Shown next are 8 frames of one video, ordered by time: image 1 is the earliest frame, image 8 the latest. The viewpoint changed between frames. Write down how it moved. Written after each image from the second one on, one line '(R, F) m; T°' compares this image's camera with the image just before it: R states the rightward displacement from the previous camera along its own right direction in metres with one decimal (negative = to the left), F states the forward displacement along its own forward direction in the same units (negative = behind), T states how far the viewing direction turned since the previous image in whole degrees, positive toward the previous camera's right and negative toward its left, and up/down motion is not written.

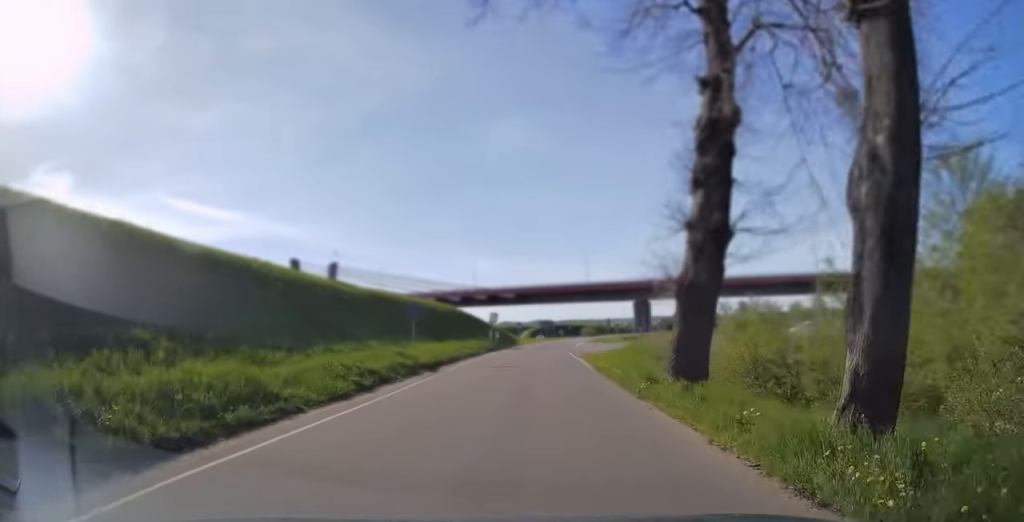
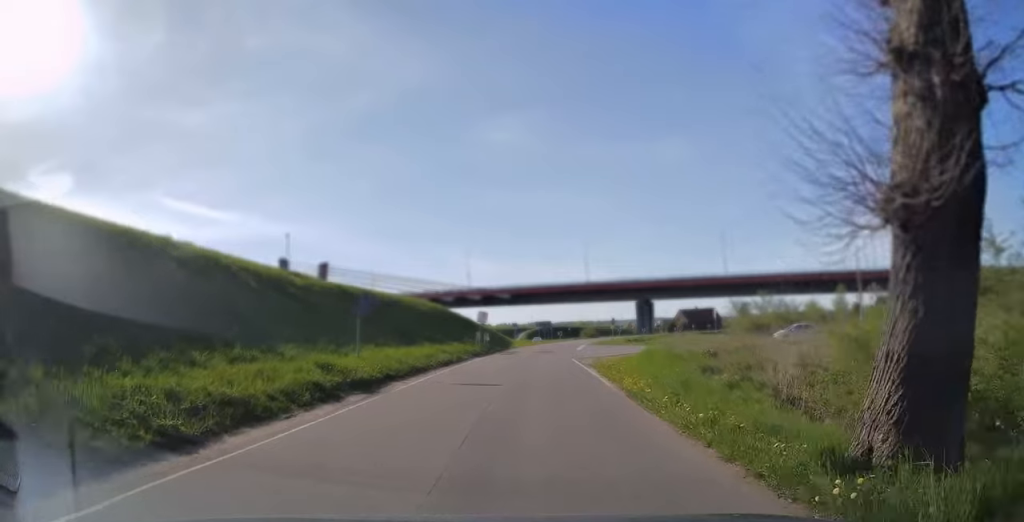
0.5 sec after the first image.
(0.0, +8.3) m; 0°
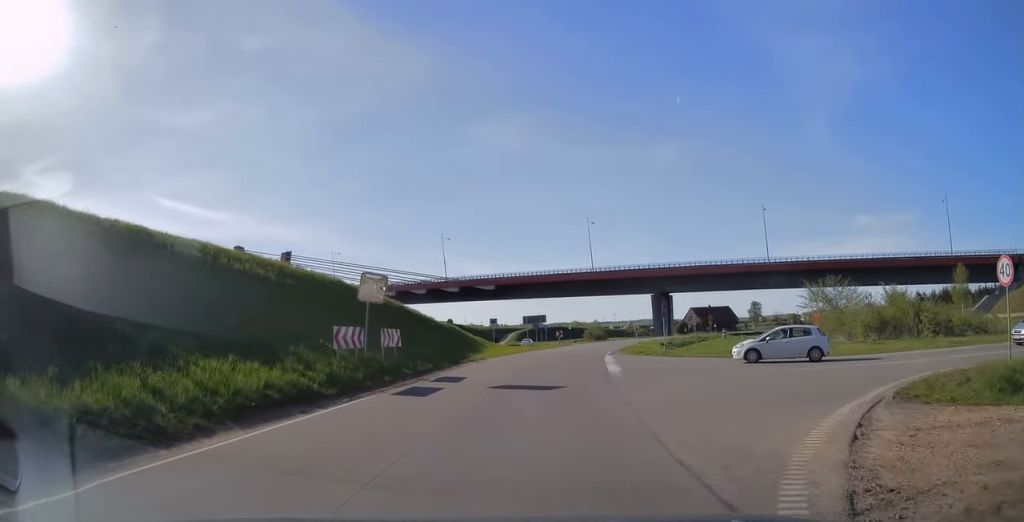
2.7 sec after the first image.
(+0.4, +30.7) m; +1°
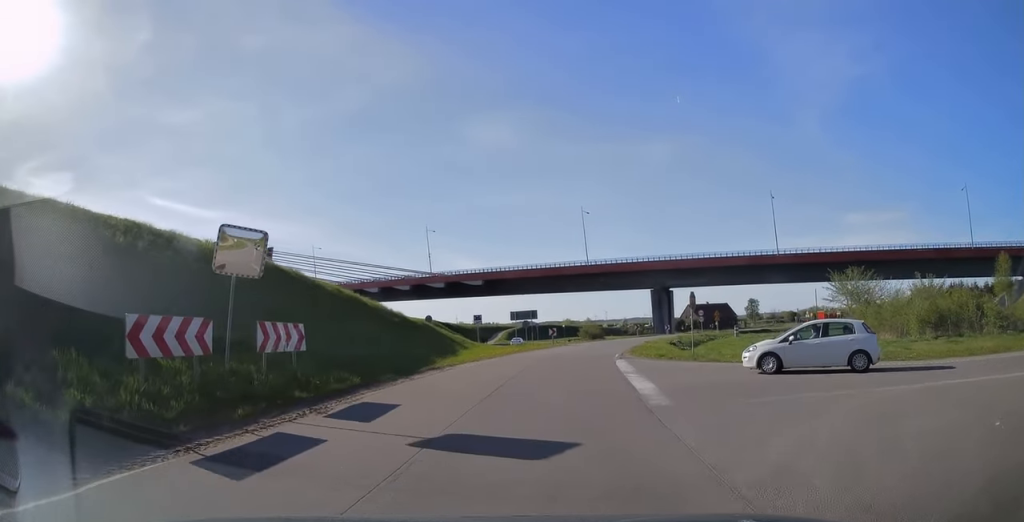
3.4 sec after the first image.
(-0.1, +8.5) m; +1°
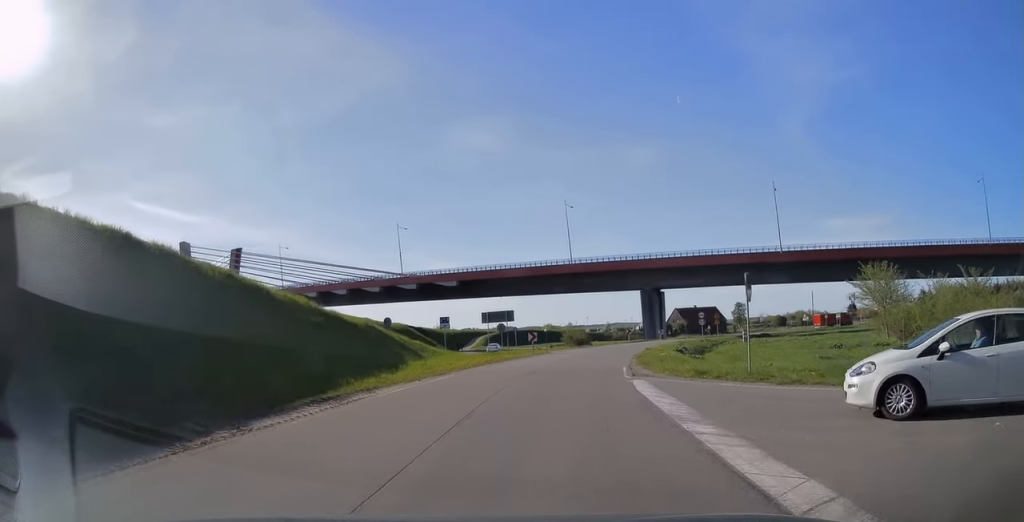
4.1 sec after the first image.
(+0.3, +9.7) m; +1°
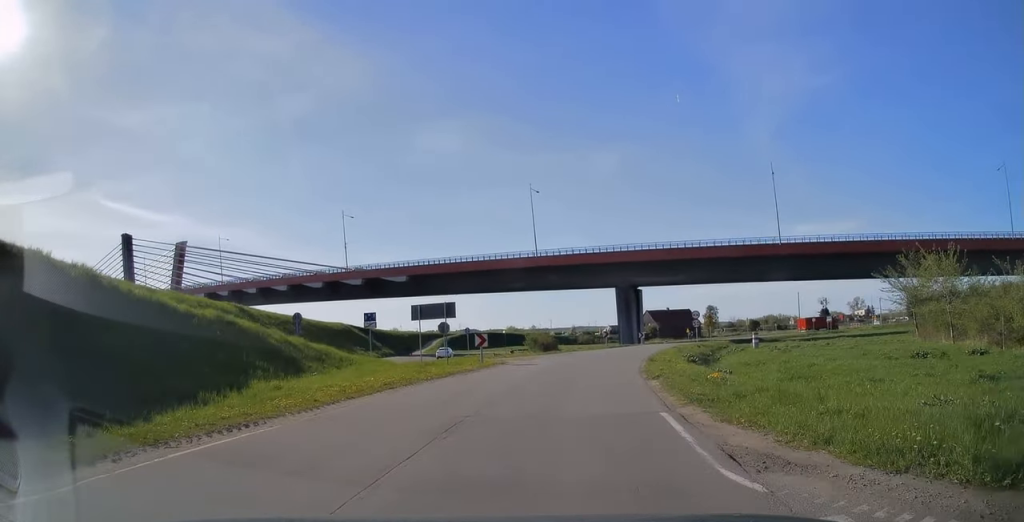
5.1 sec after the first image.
(0.0, +13.2) m; +3°
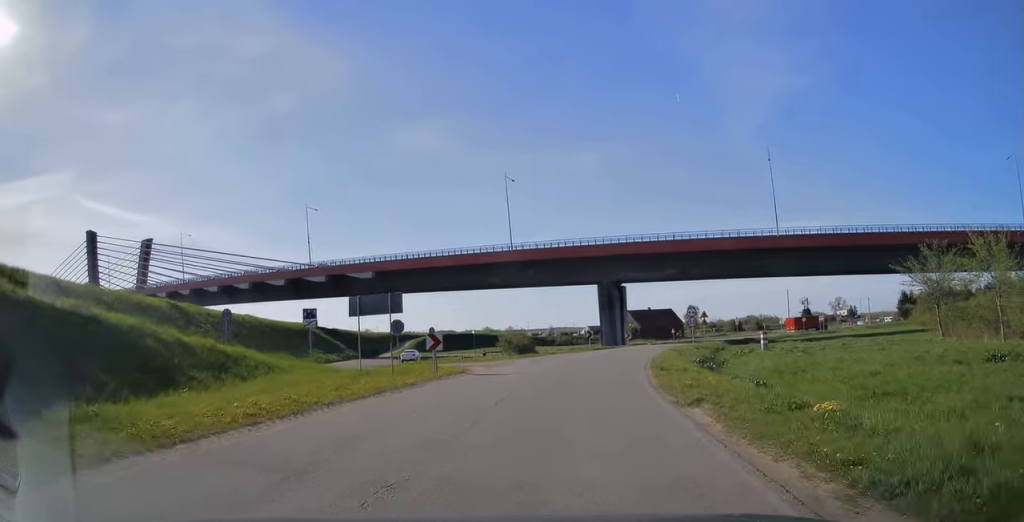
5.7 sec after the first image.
(+0.2, +7.0) m; +3°
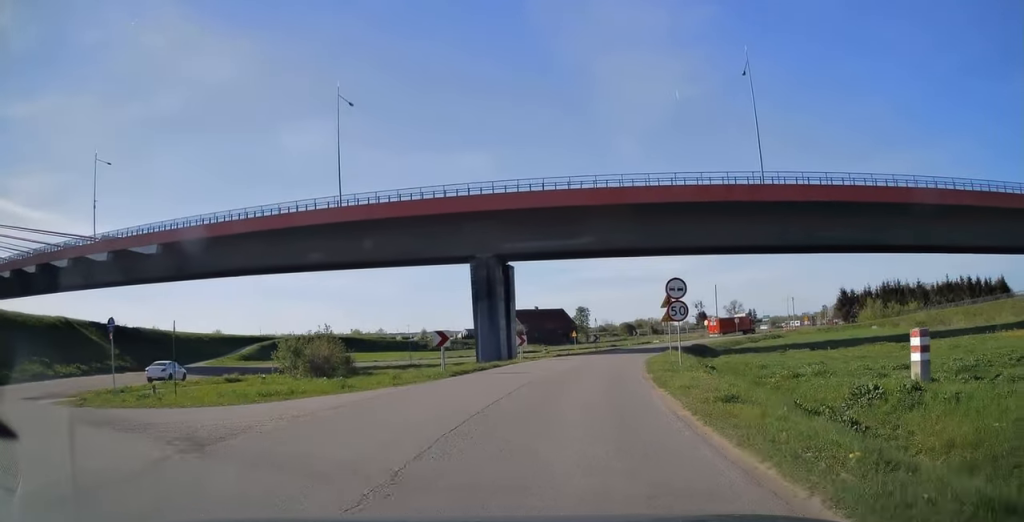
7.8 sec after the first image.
(+2.8, +28.9) m; +10°
